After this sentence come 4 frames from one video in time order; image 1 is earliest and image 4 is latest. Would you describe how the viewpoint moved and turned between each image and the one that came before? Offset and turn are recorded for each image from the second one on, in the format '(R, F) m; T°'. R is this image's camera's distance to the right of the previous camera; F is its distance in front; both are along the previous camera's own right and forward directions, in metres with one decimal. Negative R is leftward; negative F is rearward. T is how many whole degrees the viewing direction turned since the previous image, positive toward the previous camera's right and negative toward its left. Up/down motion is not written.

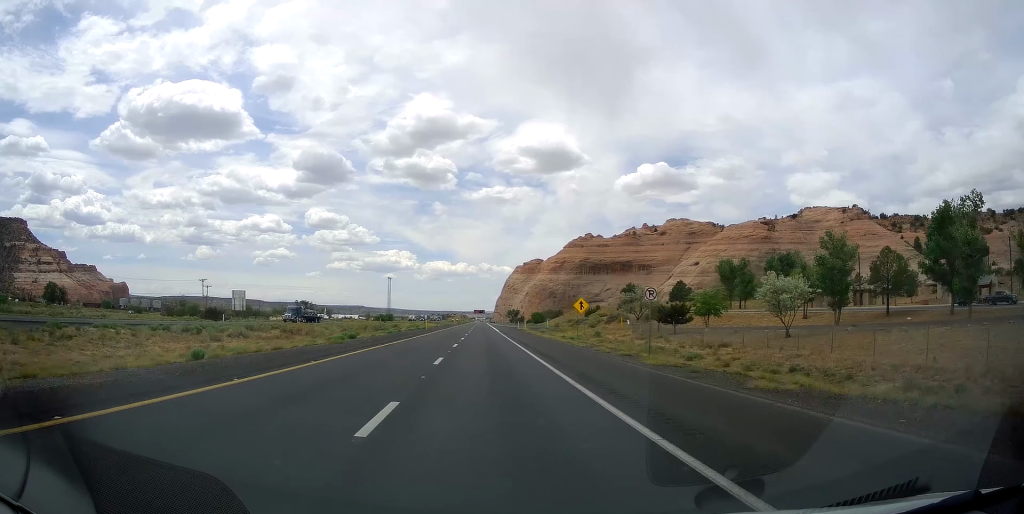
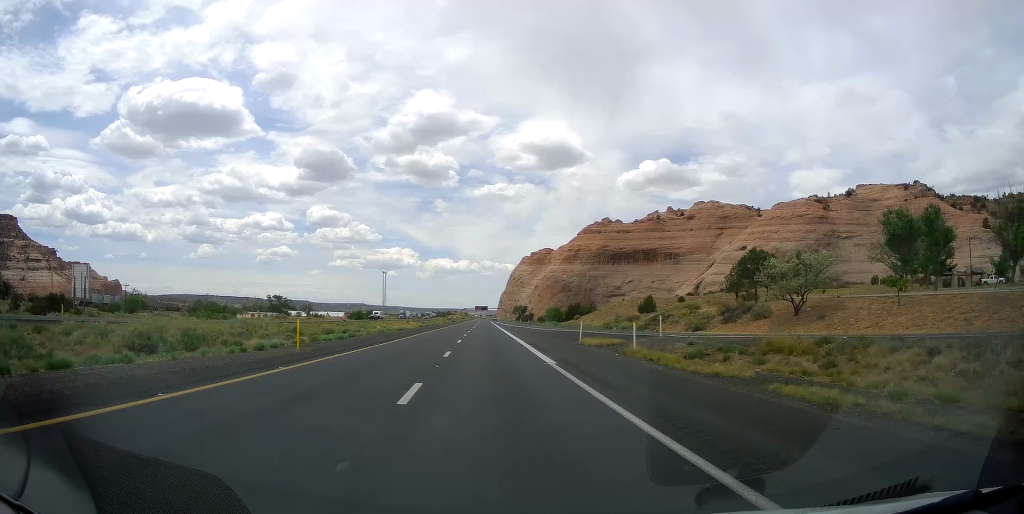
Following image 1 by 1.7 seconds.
(-1.2, +58.1) m; -1°
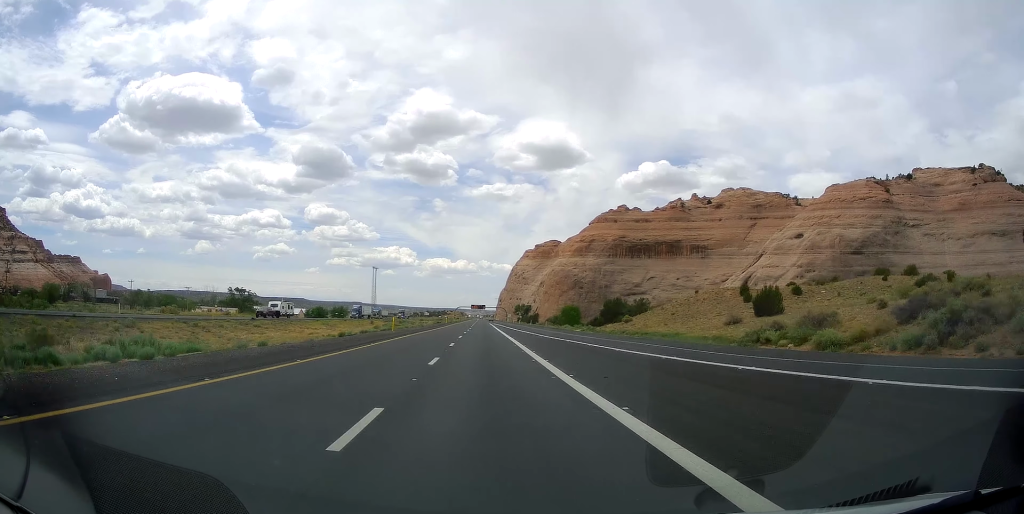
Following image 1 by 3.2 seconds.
(+0.5, +52.4) m; 0°
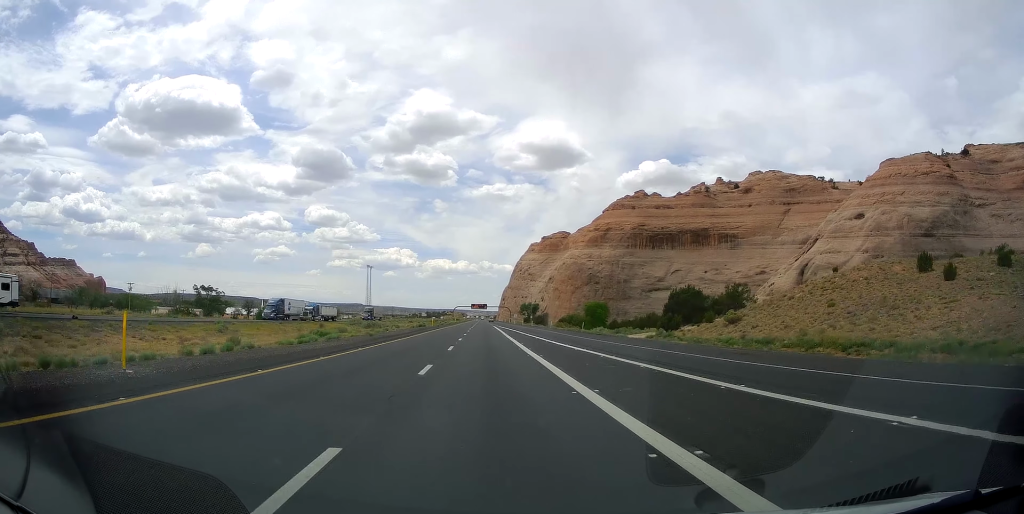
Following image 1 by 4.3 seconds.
(-0.6, +39.6) m; 0°
